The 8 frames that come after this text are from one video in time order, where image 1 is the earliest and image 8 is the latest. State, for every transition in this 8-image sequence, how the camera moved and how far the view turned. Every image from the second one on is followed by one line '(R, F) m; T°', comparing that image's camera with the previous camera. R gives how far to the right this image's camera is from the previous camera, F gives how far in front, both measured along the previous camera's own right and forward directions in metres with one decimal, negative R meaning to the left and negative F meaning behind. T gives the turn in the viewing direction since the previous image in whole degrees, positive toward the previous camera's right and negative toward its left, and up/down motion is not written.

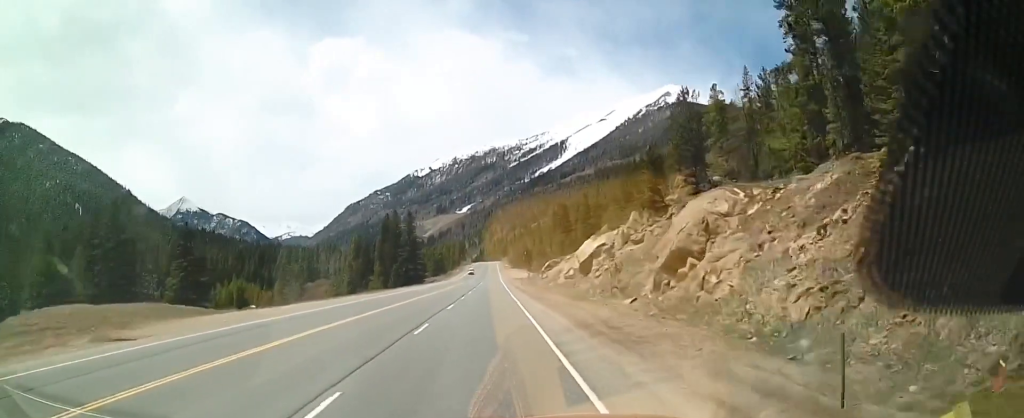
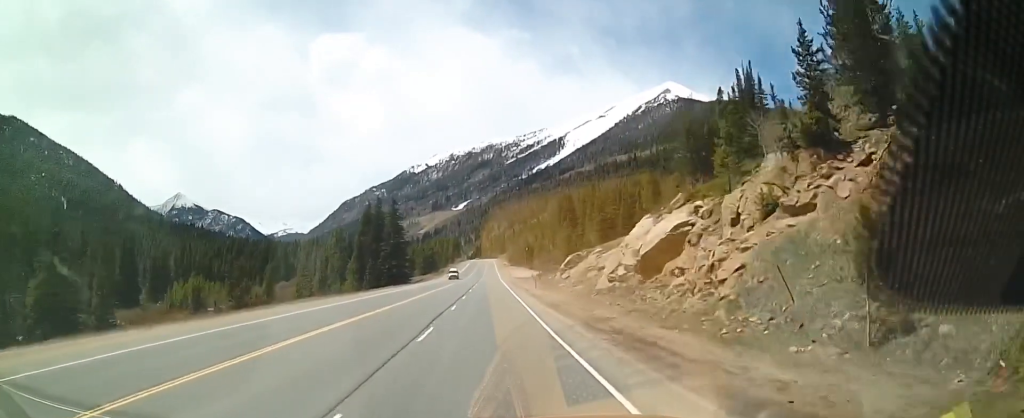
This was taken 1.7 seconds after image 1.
(+0.2, +26.6) m; +1°
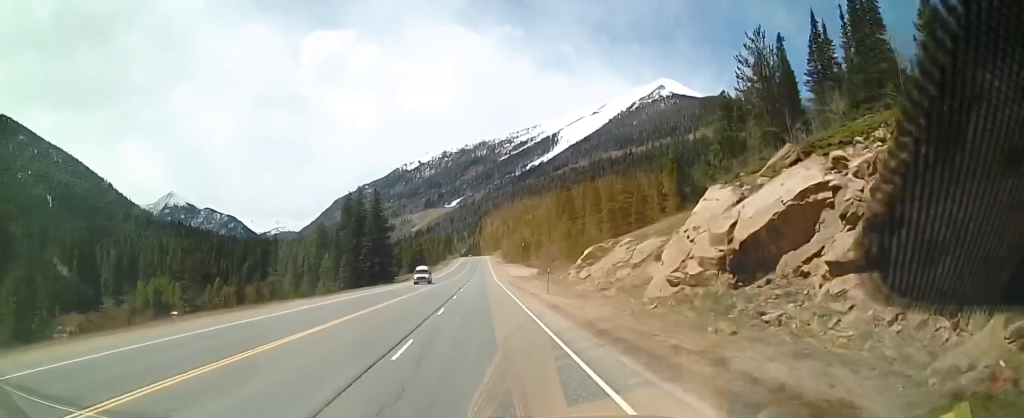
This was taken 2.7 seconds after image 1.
(+0.1, +16.3) m; 0°
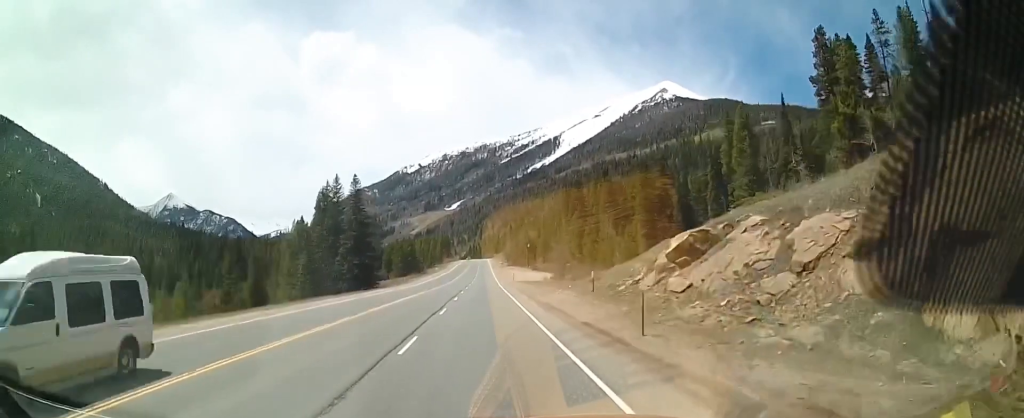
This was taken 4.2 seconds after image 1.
(-0.4, +23.4) m; -2°
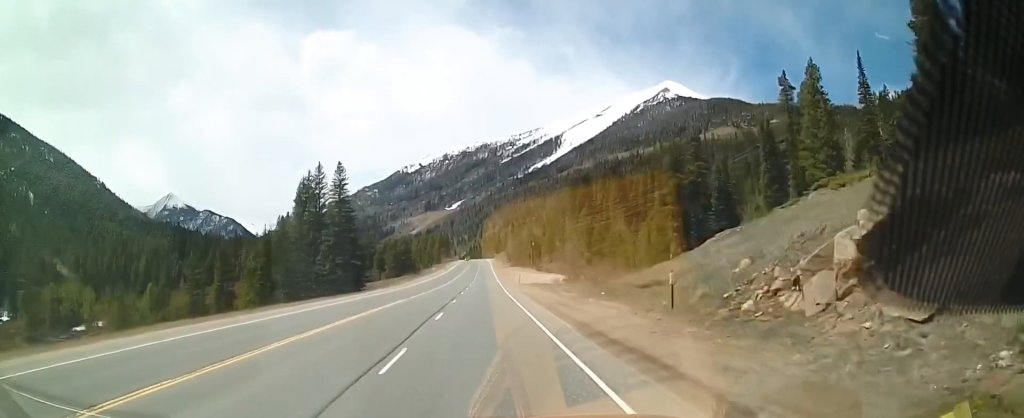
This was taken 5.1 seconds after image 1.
(-0.1, +15.2) m; 0°
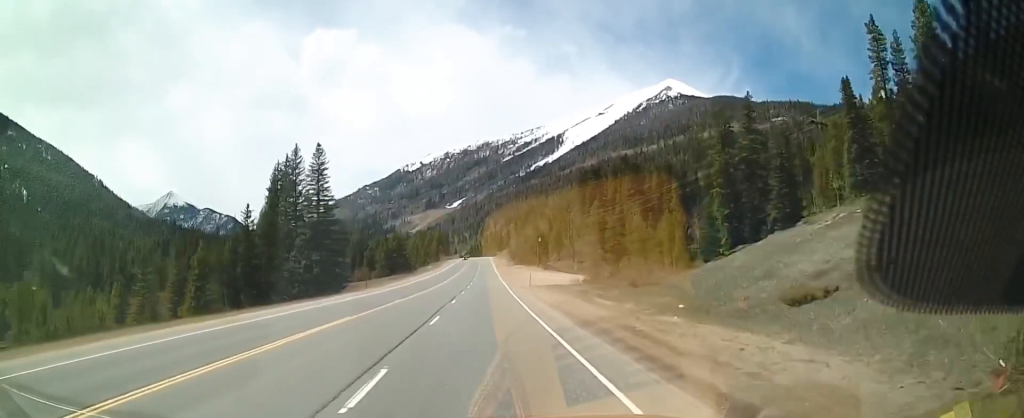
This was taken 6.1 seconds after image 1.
(0.0, +15.4) m; 0°
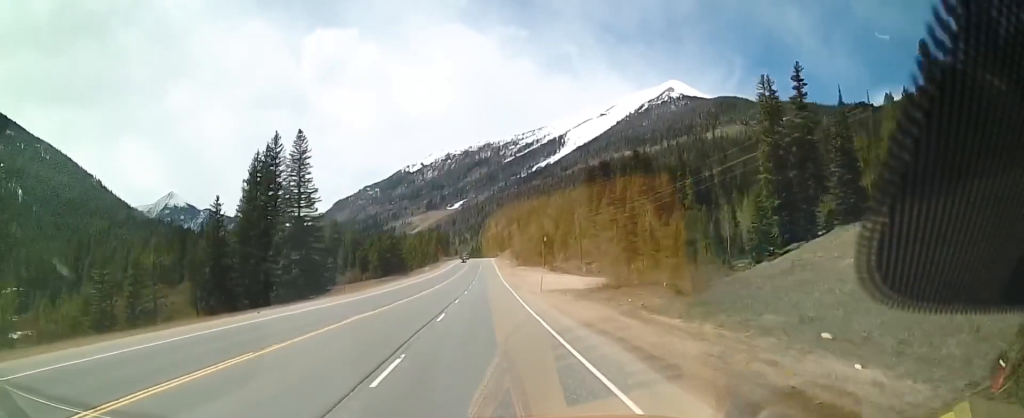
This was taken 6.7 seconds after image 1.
(0.0, +10.5) m; 0°
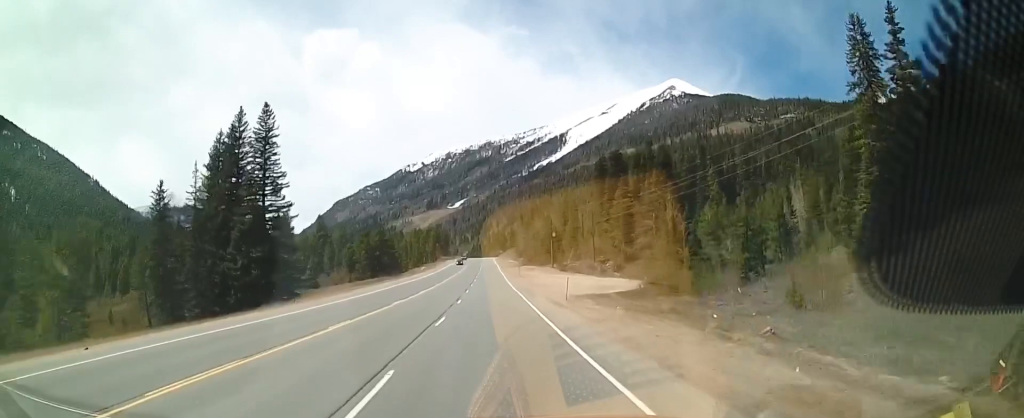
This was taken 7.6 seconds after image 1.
(0.0, +14.3) m; 0°
